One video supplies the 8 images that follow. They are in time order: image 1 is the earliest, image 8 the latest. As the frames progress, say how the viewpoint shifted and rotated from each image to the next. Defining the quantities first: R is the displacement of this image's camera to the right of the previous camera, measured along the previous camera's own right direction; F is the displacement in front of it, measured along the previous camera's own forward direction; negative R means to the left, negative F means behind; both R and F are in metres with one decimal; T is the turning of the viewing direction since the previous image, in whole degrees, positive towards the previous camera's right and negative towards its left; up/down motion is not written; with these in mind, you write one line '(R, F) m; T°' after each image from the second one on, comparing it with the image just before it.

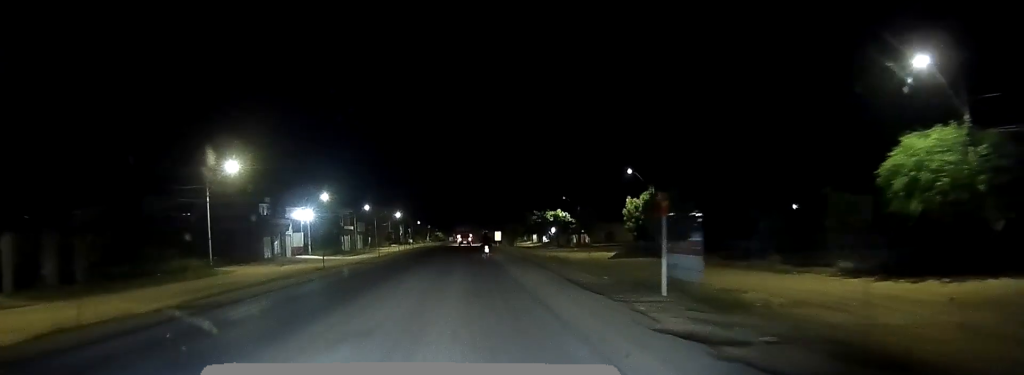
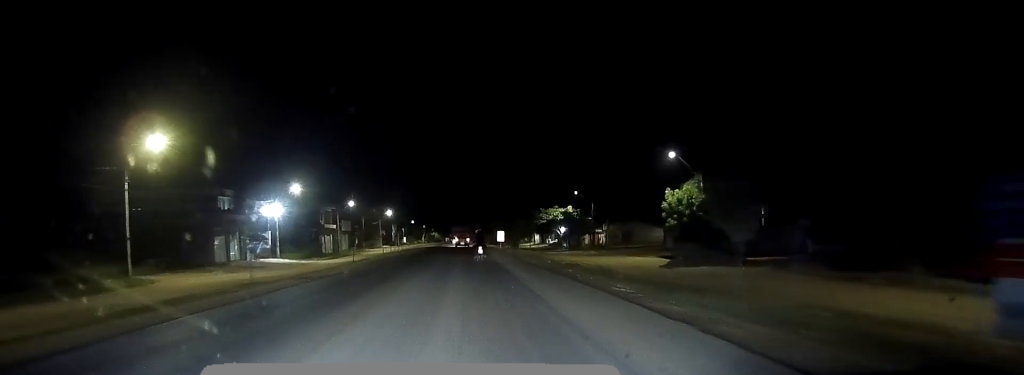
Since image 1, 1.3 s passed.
(0.0, +15.6) m; 0°
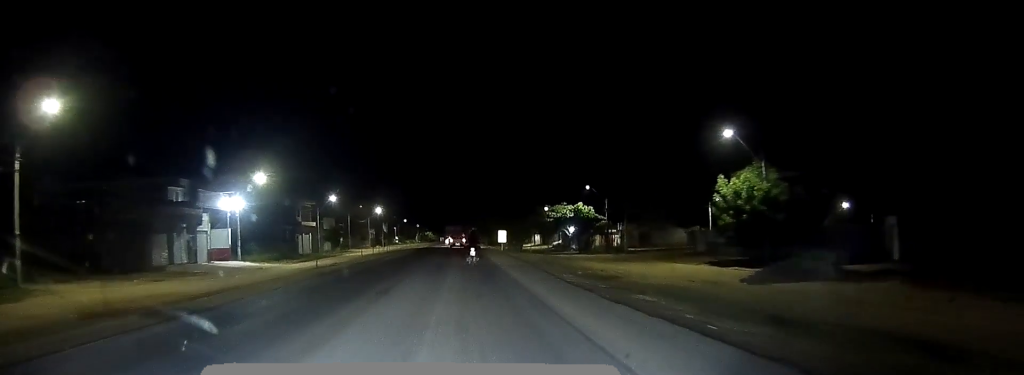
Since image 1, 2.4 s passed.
(0.0, +13.5) m; -1°
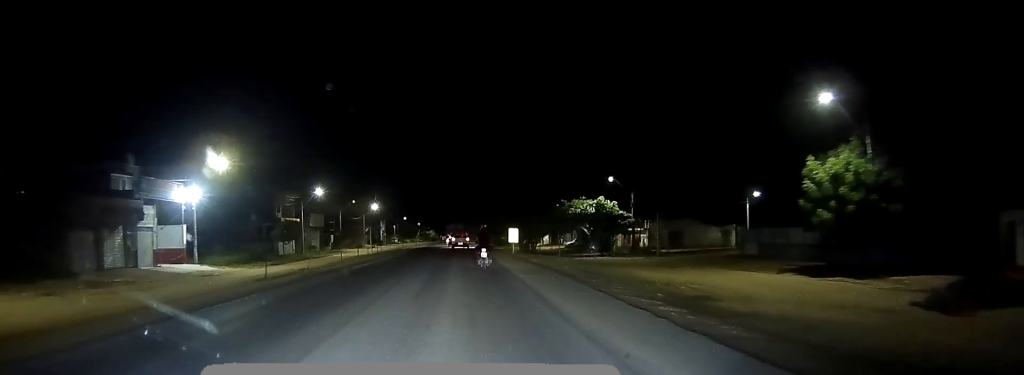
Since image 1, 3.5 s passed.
(-0.1, +12.5) m; -1°
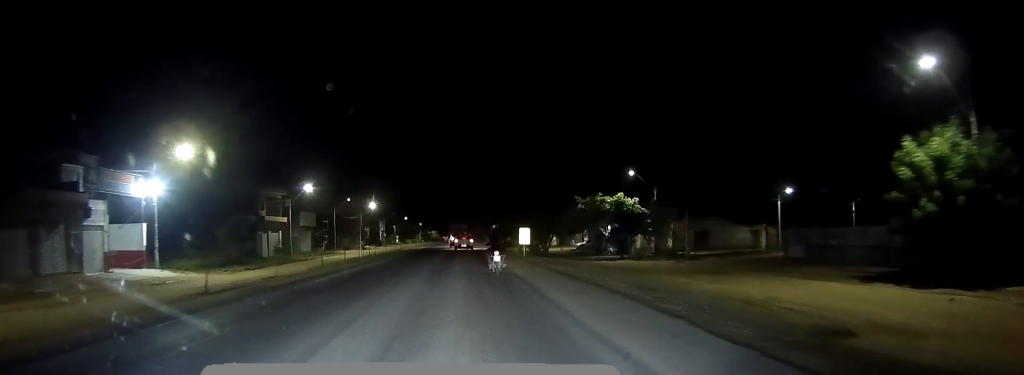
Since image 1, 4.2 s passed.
(-0.1, +9.1) m; 0°
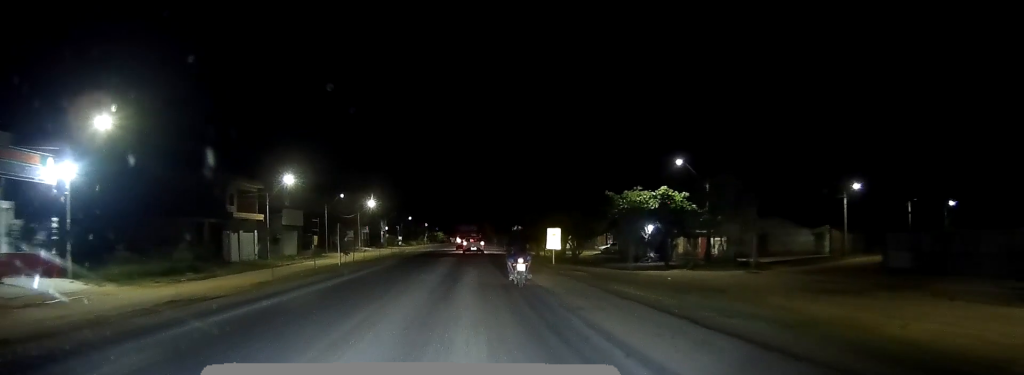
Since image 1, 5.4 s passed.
(0.0, +13.8) m; 0°
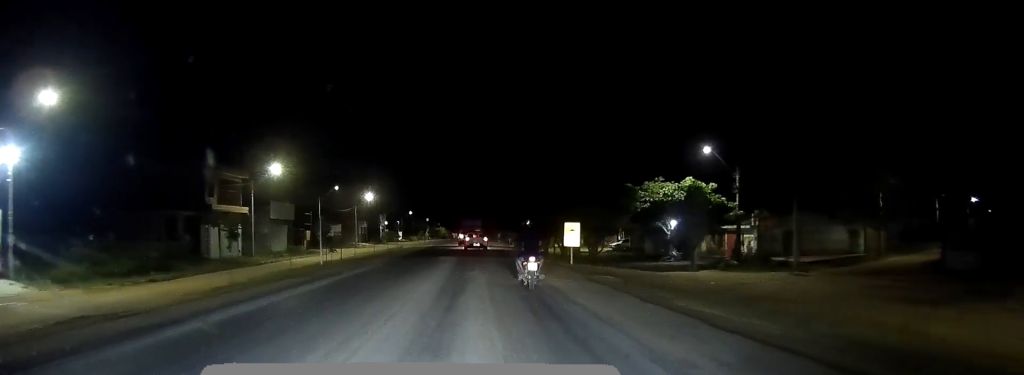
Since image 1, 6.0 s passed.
(-0.1, +6.2) m; 0°
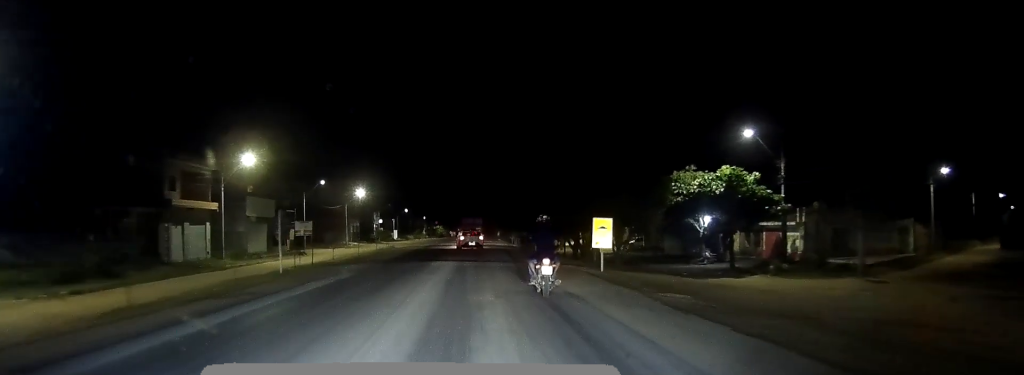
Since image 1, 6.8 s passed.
(0.0, +8.5) m; 0°
